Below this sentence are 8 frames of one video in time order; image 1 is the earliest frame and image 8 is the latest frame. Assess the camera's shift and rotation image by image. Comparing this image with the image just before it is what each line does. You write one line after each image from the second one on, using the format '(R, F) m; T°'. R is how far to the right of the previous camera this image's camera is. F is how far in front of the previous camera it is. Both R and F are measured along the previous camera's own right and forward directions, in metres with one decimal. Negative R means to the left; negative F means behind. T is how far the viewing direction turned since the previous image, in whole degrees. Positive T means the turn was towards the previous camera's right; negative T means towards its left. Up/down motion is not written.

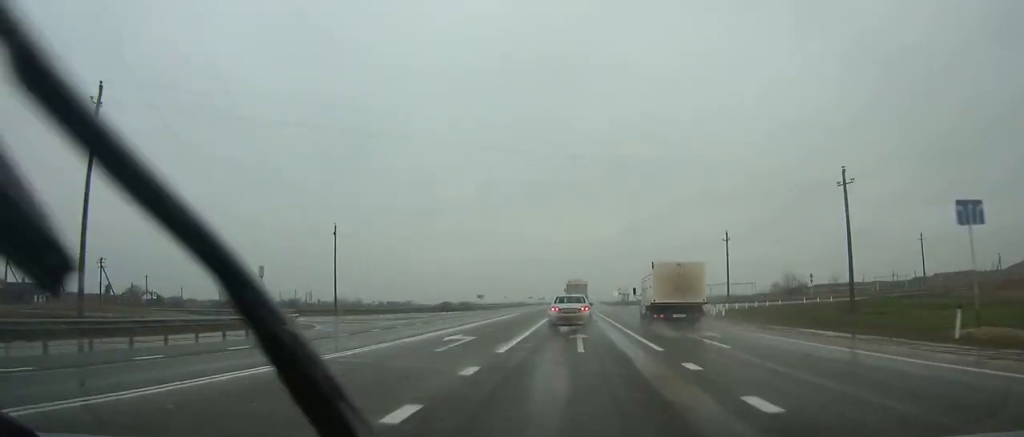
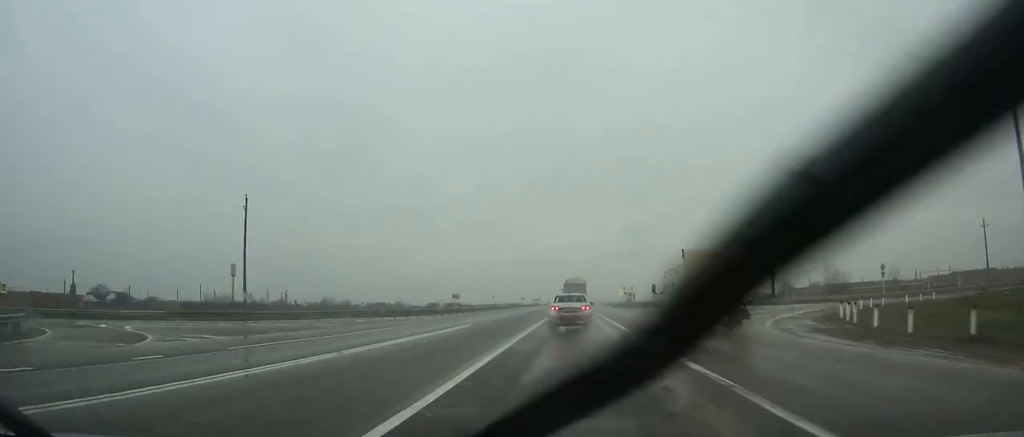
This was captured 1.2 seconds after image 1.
(0.0, +23.6) m; 0°
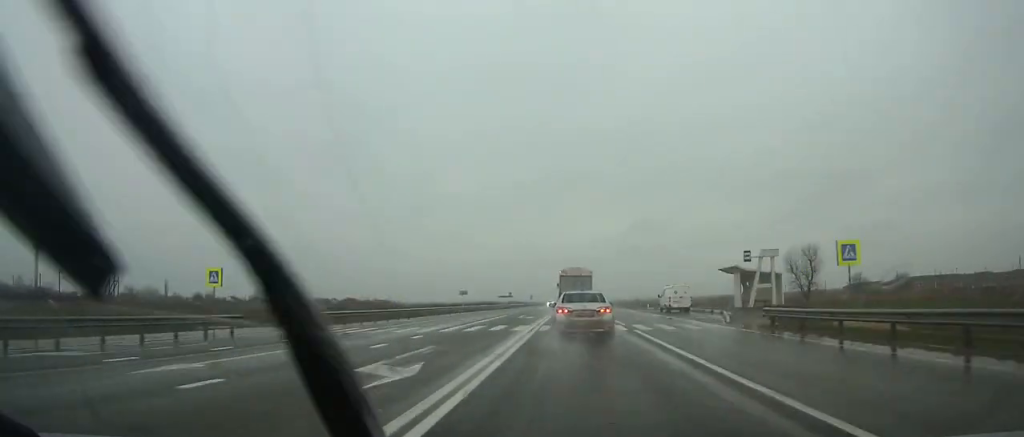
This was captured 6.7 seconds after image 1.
(+0.3, +107.9) m; +1°
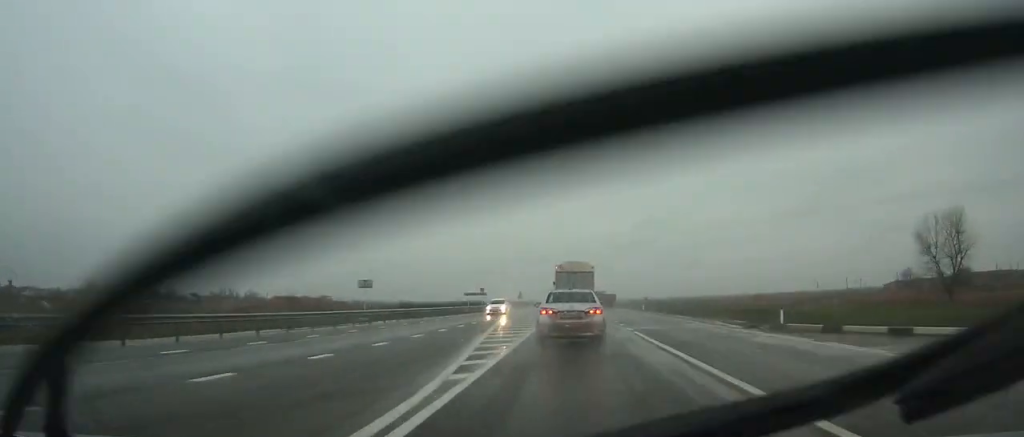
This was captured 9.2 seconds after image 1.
(+0.2, +46.4) m; 0°
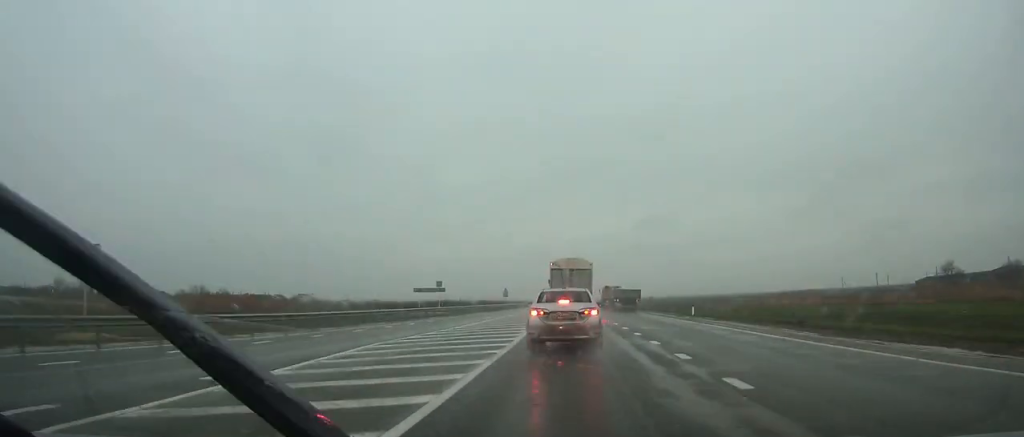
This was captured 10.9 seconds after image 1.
(+0.1, +30.5) m; 0°
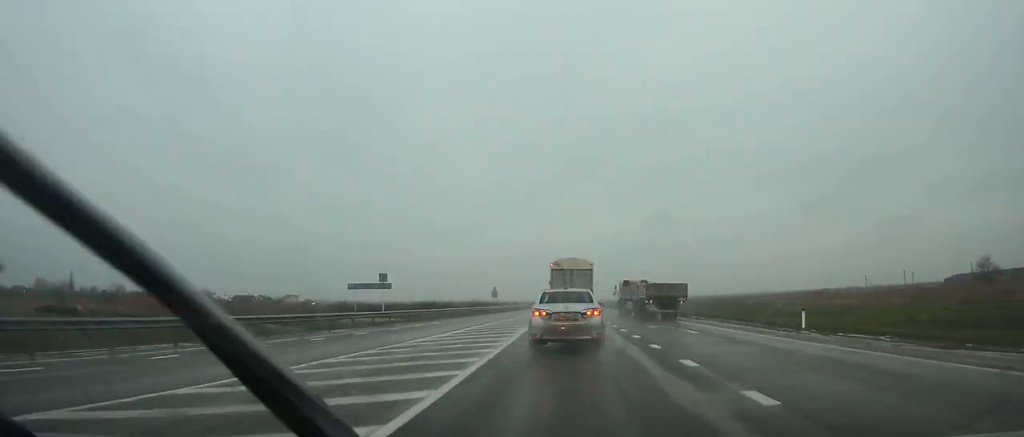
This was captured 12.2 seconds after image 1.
(-0.1, +22.4) m; 0°
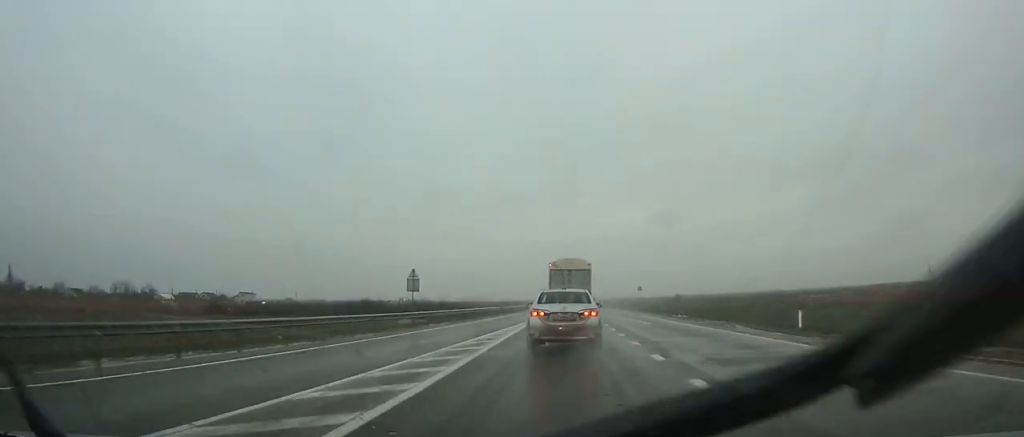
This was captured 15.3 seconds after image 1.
(-0.4, +52.2) m; -1°
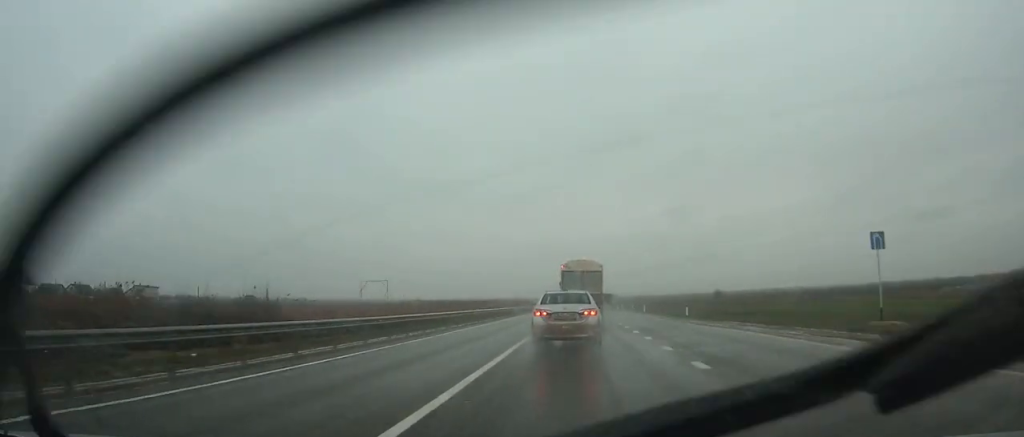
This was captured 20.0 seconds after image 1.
(-0.3, +77.5) m; 0°
